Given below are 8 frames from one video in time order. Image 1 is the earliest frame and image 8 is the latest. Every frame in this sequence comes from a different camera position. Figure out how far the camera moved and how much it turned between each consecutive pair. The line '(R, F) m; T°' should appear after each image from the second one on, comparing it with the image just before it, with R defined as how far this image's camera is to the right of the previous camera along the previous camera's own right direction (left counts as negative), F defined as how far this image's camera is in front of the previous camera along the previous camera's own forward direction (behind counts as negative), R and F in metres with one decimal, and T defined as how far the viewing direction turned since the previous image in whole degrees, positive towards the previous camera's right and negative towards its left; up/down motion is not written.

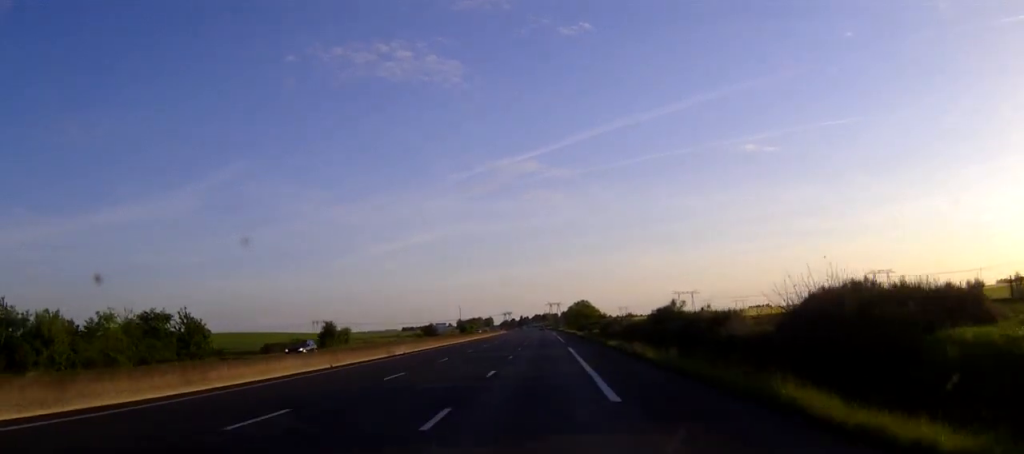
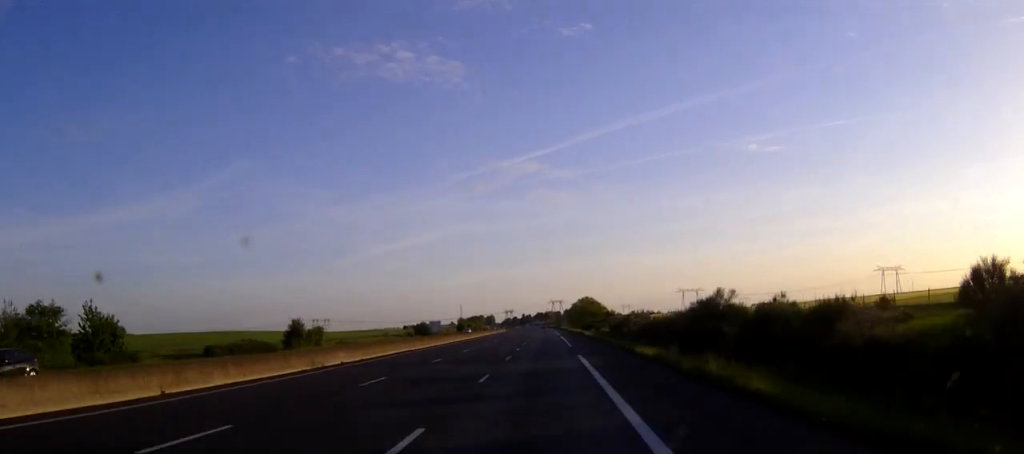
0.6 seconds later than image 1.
(0.0, +16.5) m; 0°
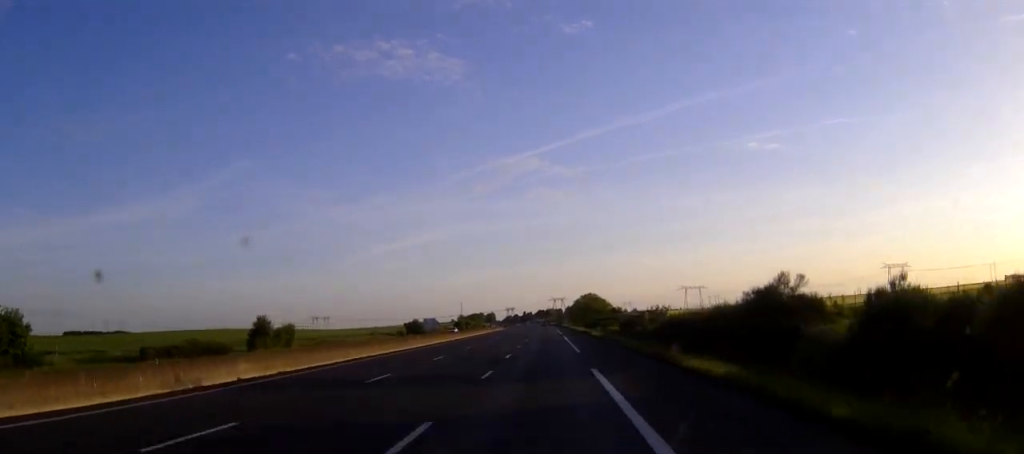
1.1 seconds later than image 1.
(0.0, +12.8) m; 0°
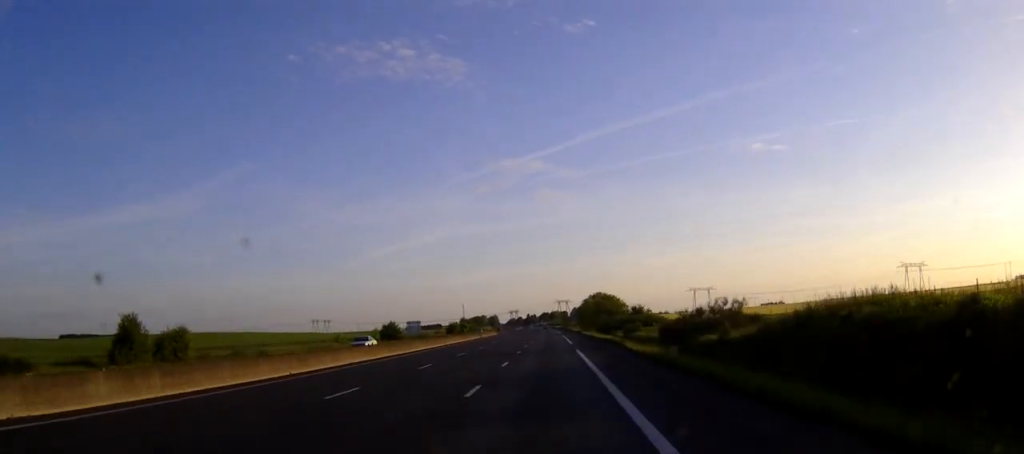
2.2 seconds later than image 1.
(-0.1, +31.0) m; 0°
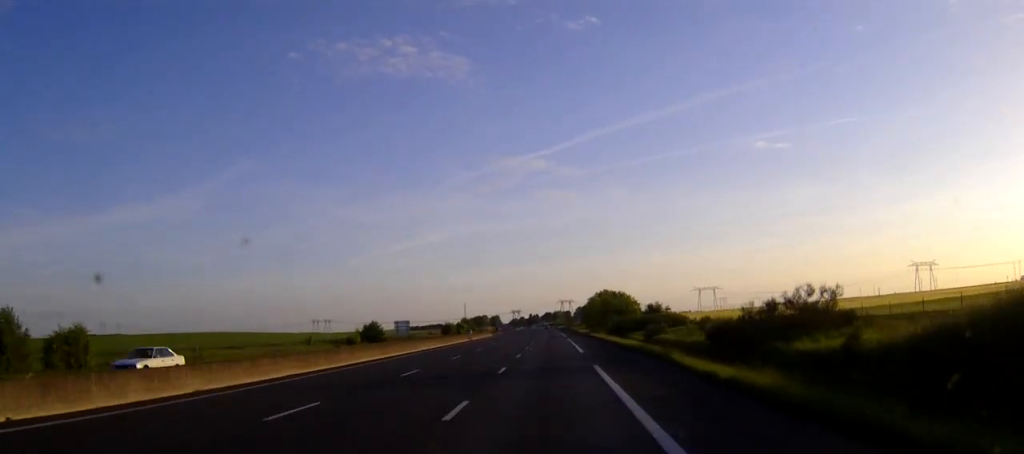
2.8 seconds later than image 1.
(0.0, +17.3) m; 0°
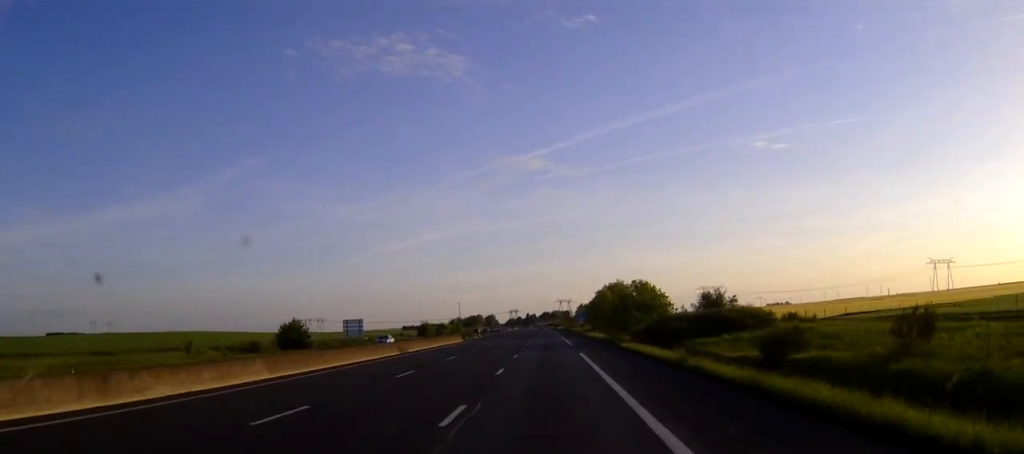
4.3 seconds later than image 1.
(0.0, +40.0) m; 0°
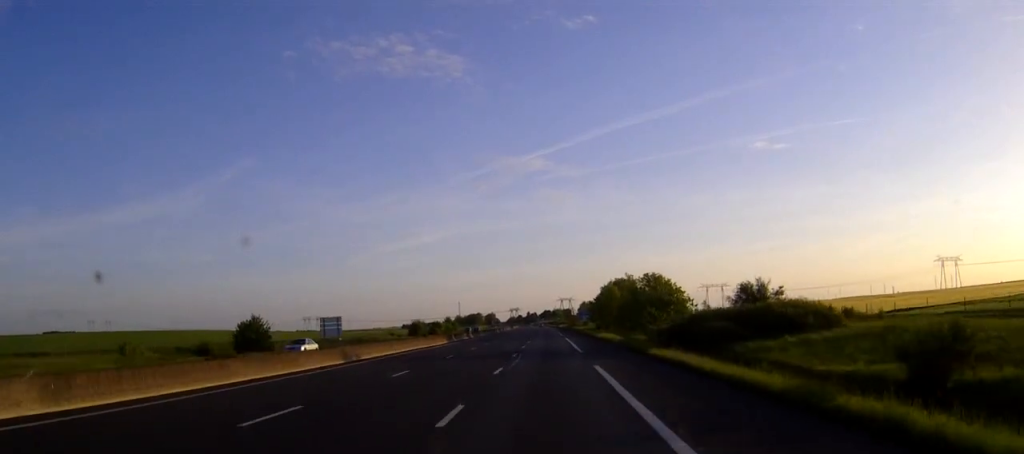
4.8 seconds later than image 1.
(0.0, +13.6) m; 0°
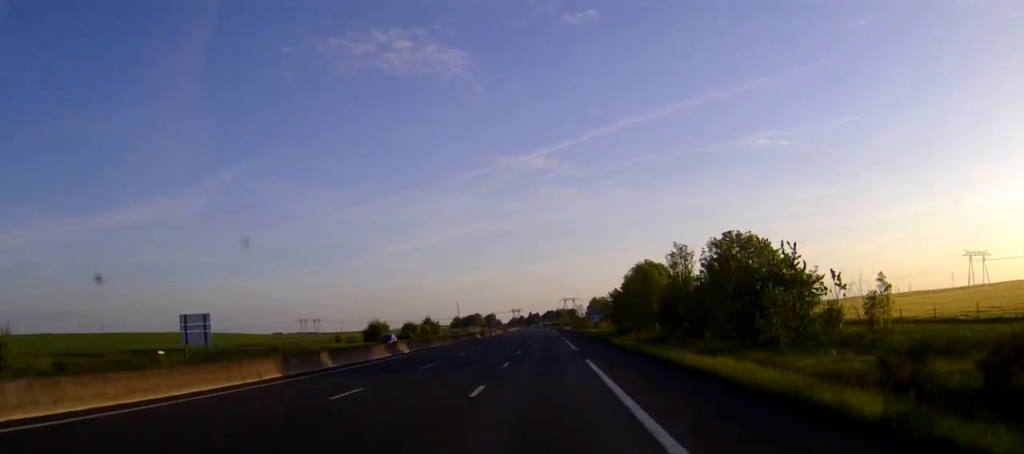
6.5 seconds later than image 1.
(-0.1, +46.0) m; 0°
